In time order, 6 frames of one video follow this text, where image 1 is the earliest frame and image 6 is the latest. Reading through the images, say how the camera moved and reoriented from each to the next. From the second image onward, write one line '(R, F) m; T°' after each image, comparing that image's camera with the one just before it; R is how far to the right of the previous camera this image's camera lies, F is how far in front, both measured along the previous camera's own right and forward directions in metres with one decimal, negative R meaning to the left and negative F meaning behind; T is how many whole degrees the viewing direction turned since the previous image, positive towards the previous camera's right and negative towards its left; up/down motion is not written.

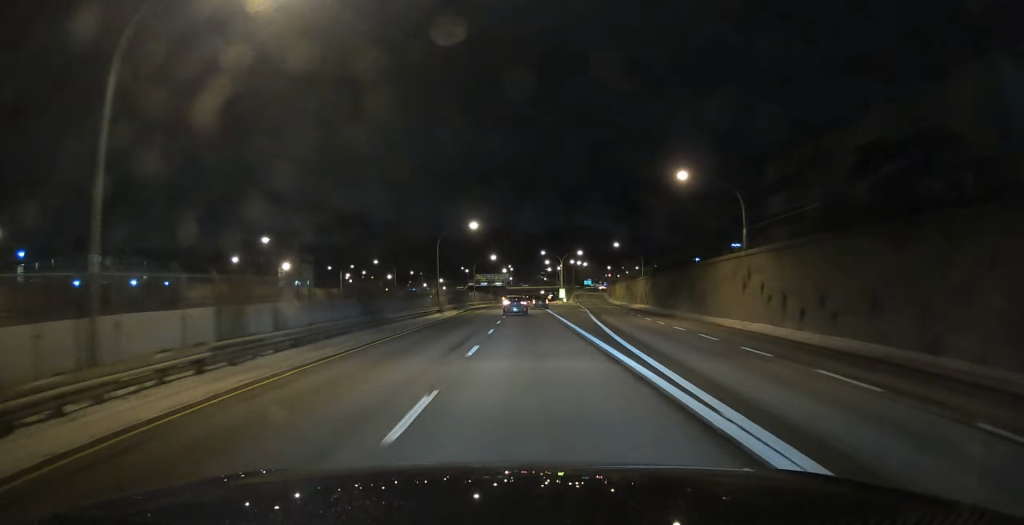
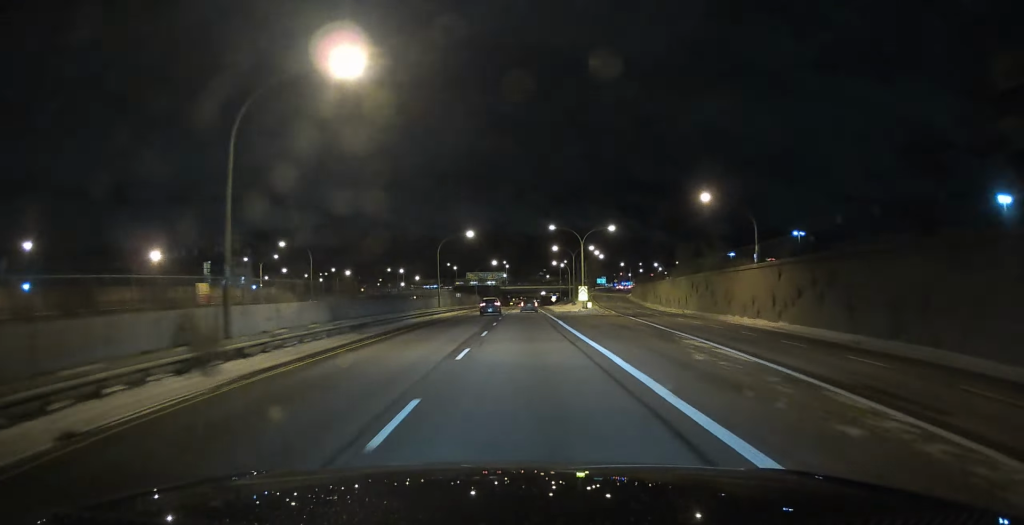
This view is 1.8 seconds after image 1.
(0.0, +48.3) m; 0°
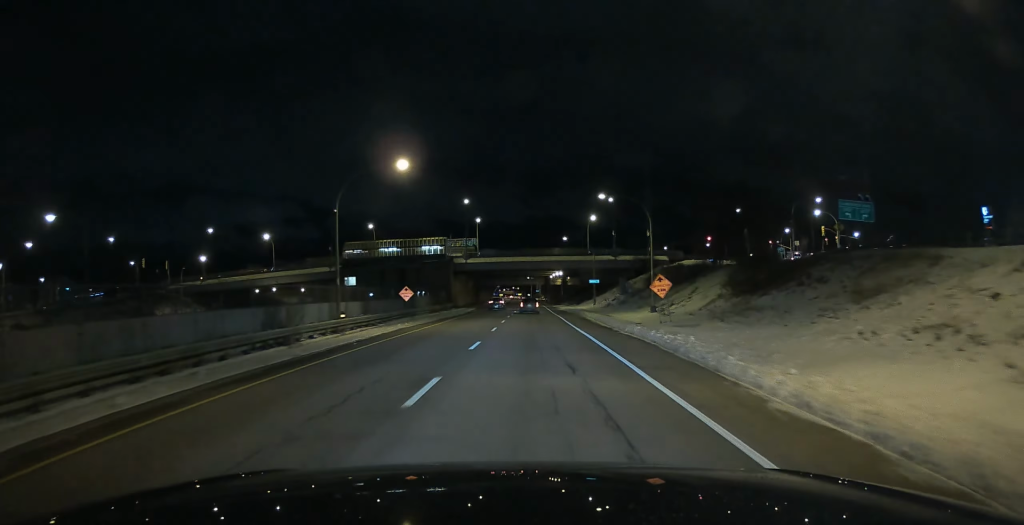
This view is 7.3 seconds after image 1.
(+1.0, +149.1) m; +1°
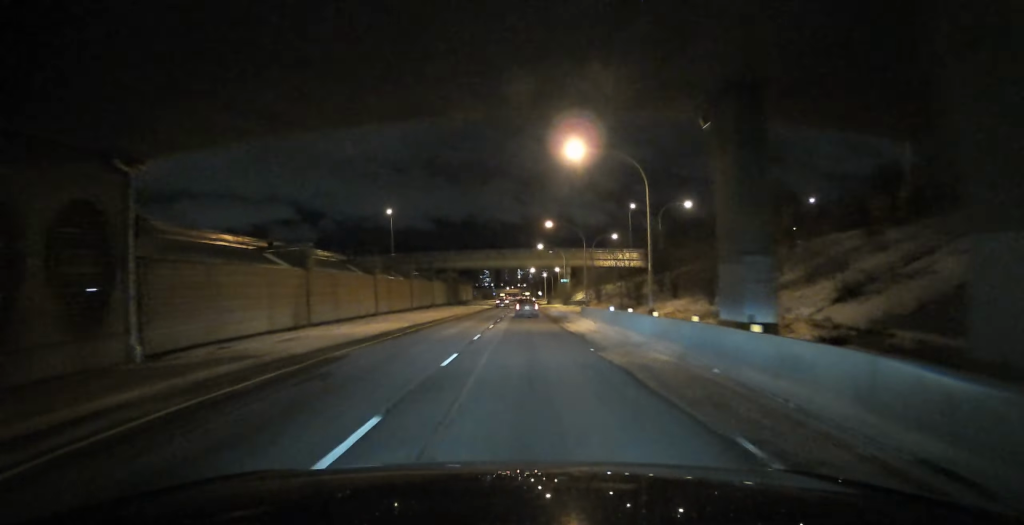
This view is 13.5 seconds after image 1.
(+1.3, +166.5) m; -1°
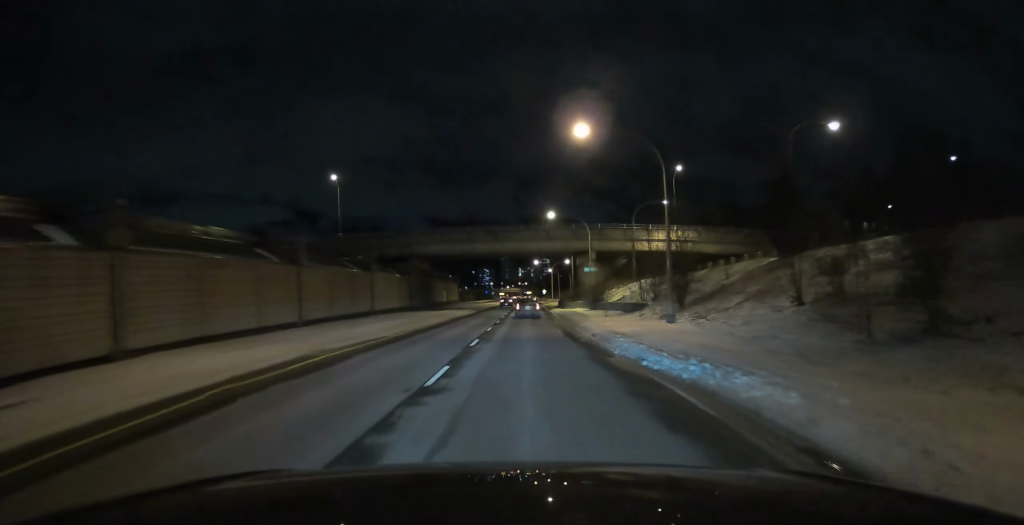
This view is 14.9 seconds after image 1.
(-0.9, +39.2) m; 0°
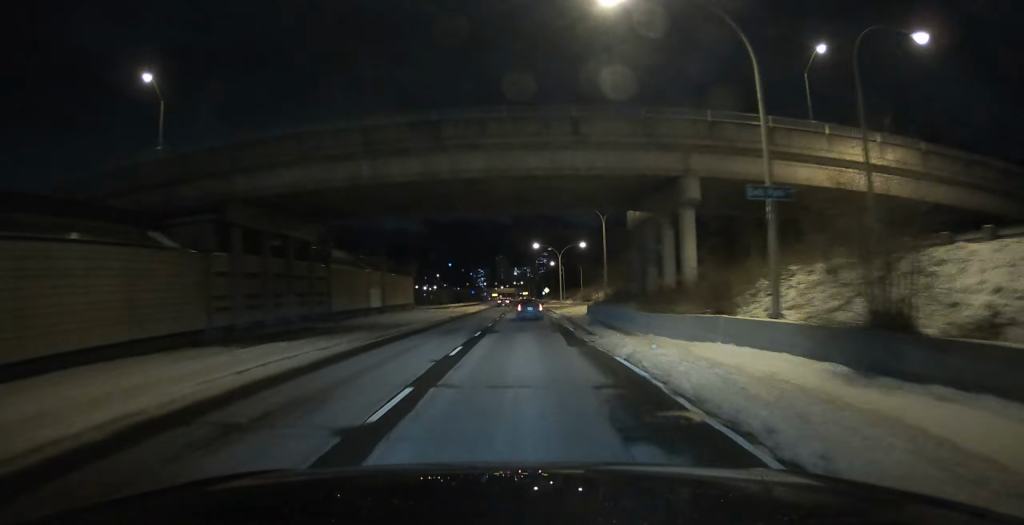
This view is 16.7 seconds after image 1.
(-1.0, +48.8) m; 0°
